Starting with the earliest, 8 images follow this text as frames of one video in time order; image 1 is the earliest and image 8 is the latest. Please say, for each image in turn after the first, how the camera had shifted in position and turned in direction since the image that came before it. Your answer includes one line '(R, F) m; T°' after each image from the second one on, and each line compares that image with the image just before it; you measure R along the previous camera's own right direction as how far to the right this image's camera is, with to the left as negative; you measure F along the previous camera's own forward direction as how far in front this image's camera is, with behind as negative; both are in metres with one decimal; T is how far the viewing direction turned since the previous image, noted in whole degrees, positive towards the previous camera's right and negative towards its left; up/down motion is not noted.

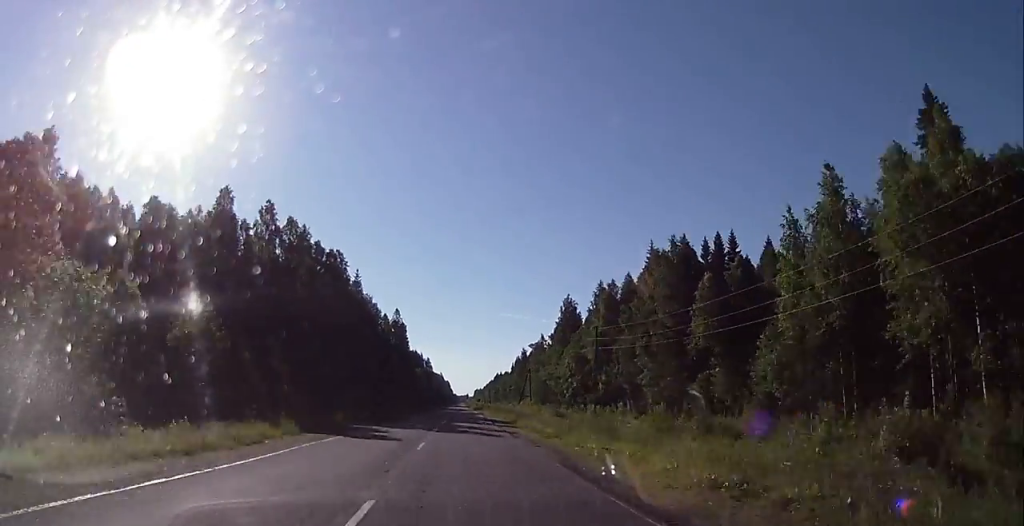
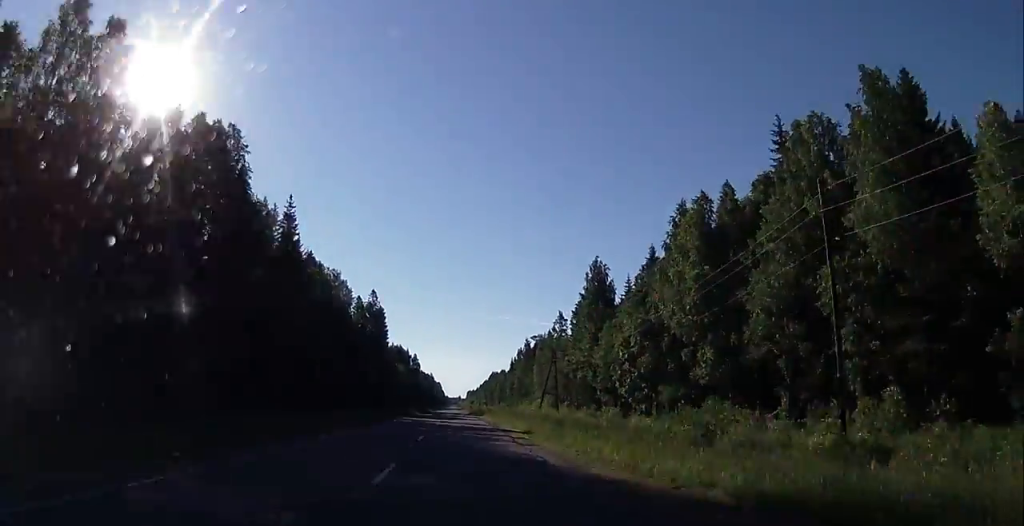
(+0.3, +43.6) m; +1°
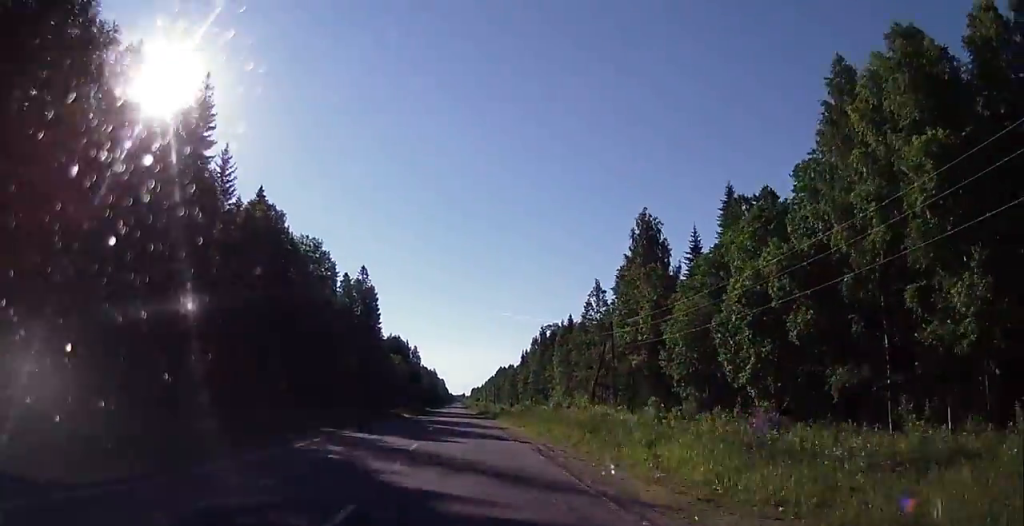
(+0.2, +29.9) m; 0°
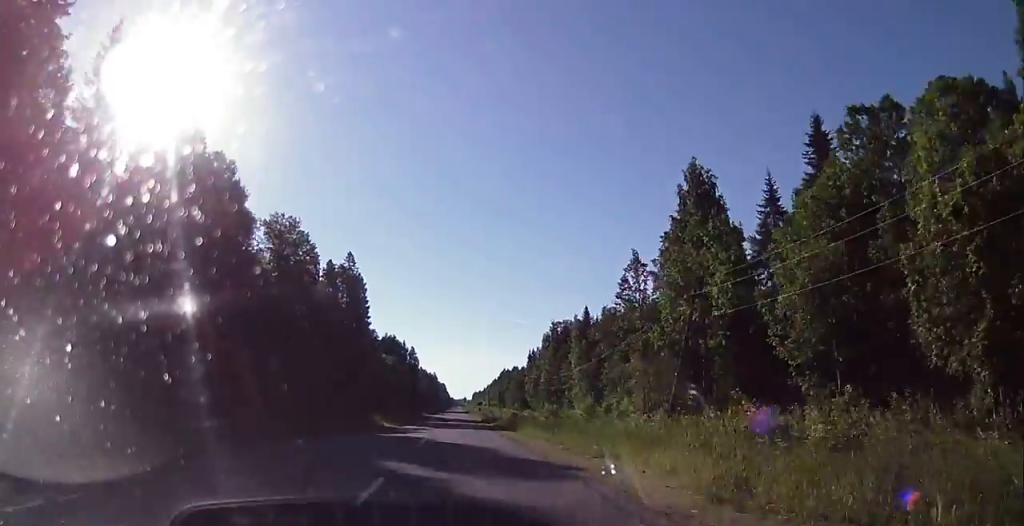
(0.0, +21.2) m; -1°
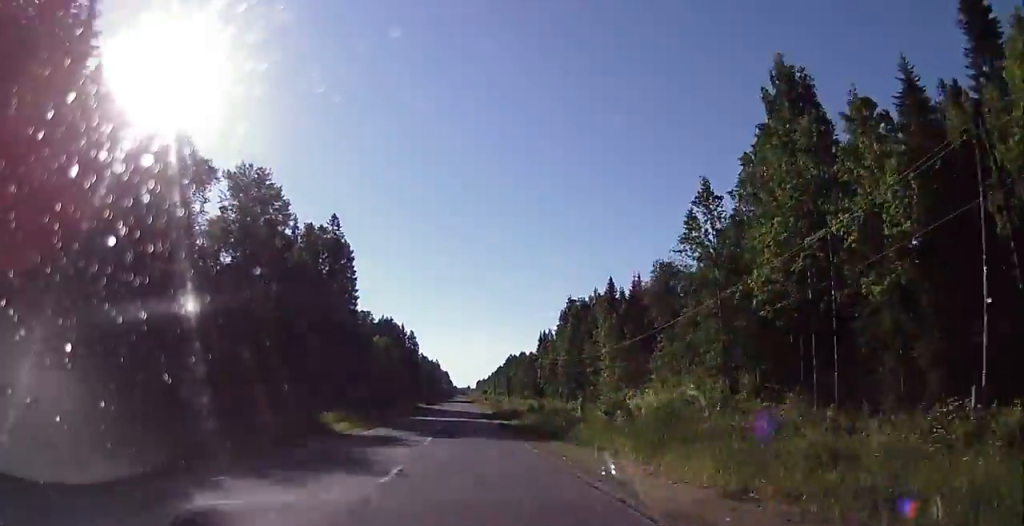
(-0.5, +21.9) m; 0°
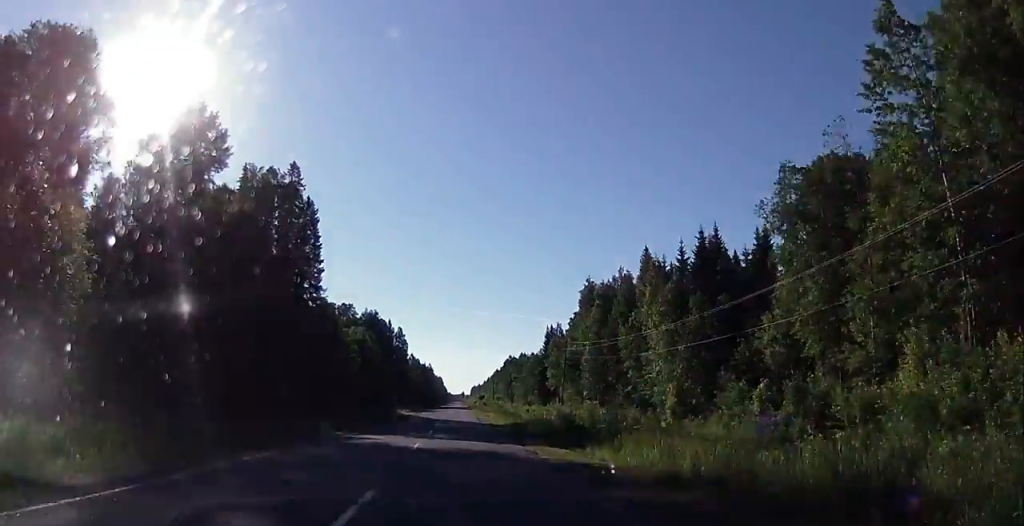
(+0.4, +28.0) m; 0°
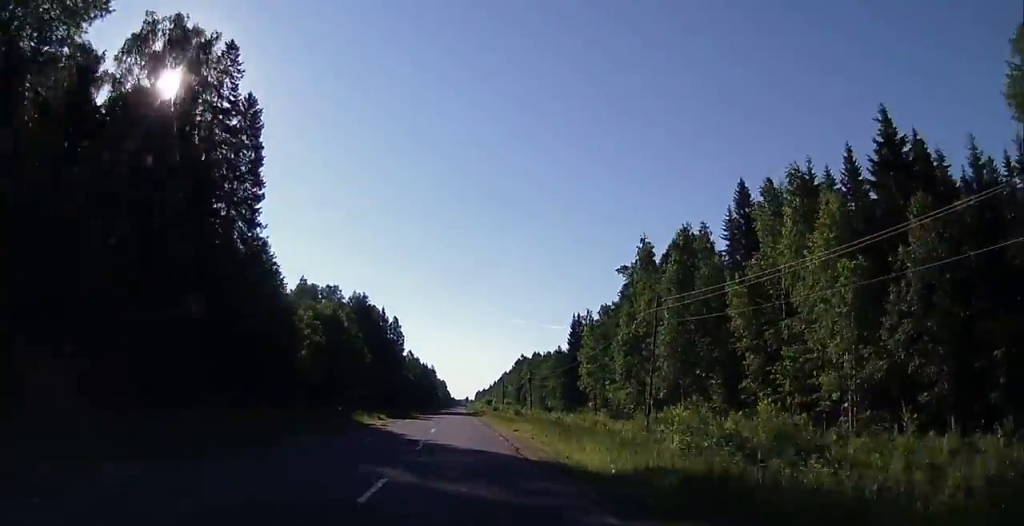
(-0.5, +33.6) m; 0°
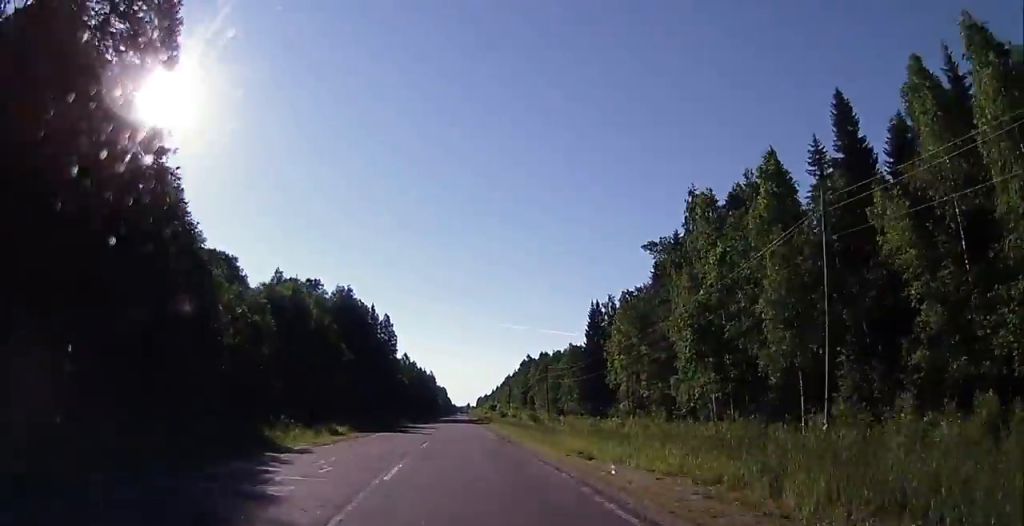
(+0.5, +21.6) m; 0°
